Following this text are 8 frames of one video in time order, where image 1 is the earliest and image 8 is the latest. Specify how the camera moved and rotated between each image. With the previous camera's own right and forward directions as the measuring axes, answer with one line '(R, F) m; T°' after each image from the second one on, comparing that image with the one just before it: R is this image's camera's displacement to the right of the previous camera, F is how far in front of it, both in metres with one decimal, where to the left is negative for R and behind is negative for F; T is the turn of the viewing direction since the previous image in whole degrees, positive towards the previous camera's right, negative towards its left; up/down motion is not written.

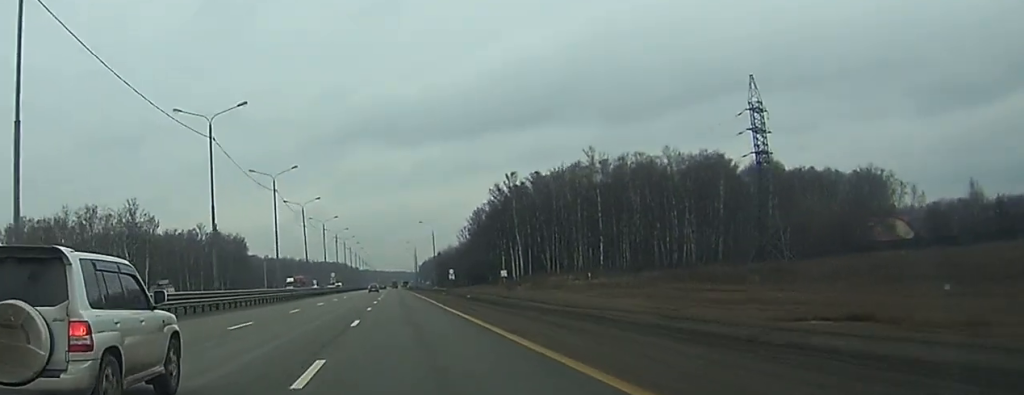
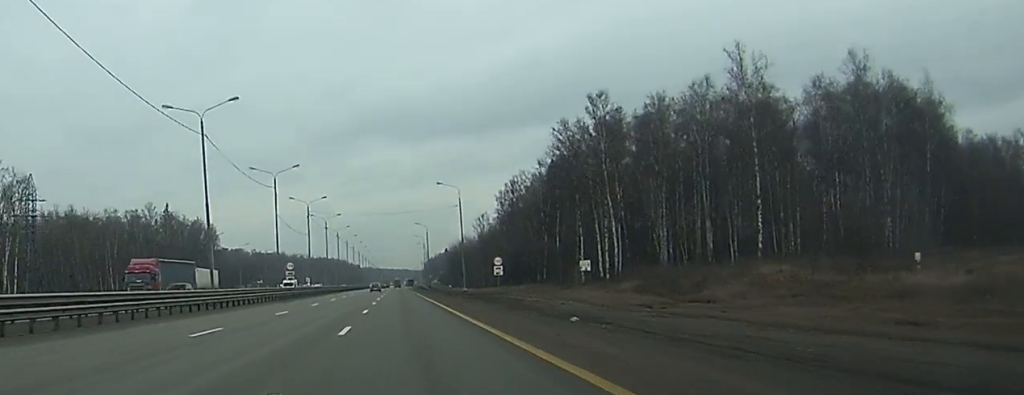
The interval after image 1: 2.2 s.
(0.0, +68.2) m; 0°
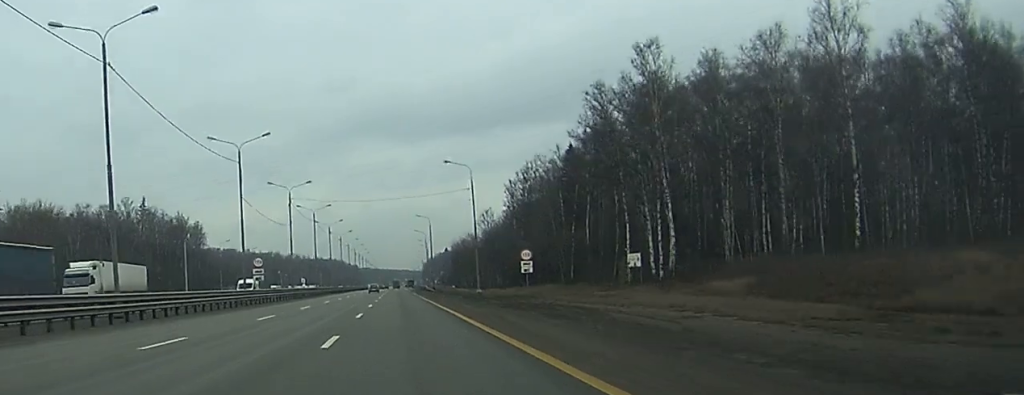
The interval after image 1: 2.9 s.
(0.0, +20.2) m; 0°
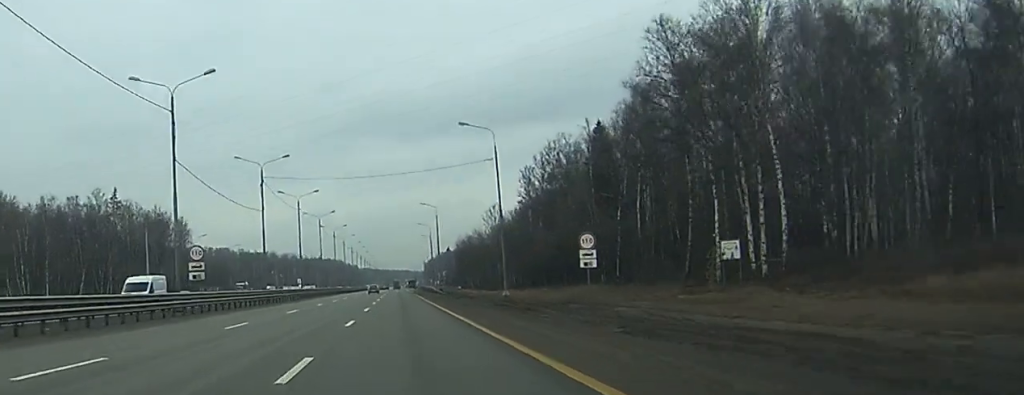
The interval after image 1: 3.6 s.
(0.0, +22.1) m; 0°
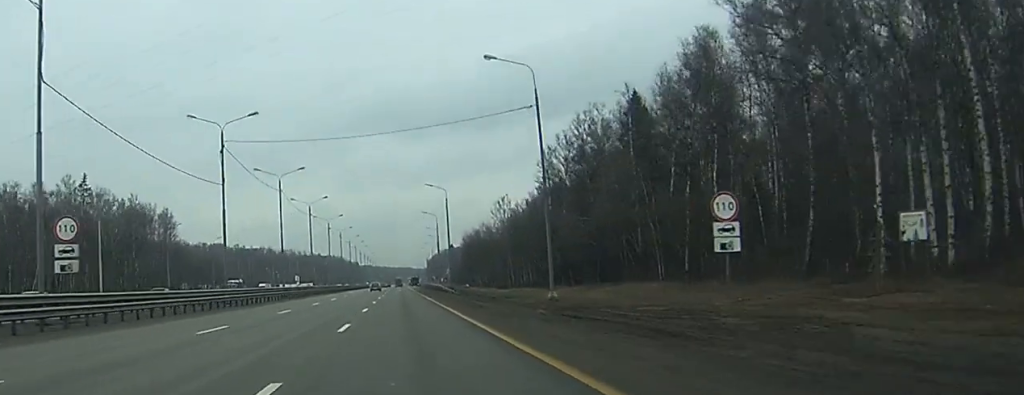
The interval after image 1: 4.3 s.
(0.0, +20.1) m; 0°
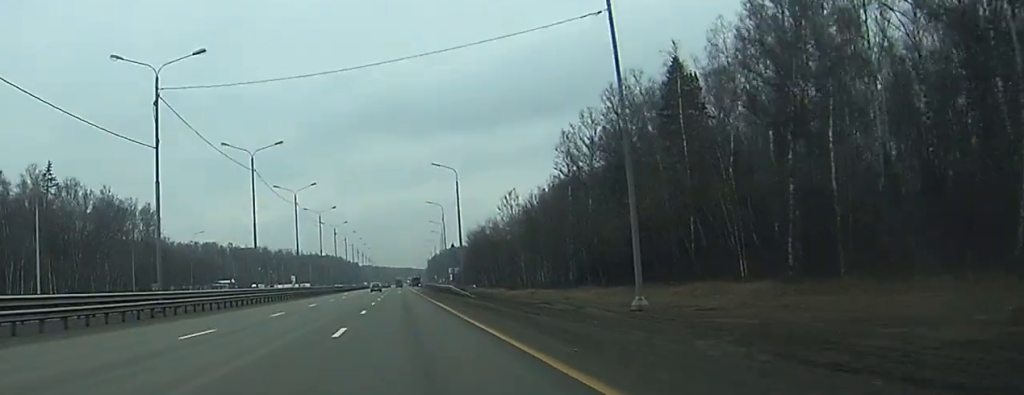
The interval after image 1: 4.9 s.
(0.0, +18.0) m; 0°
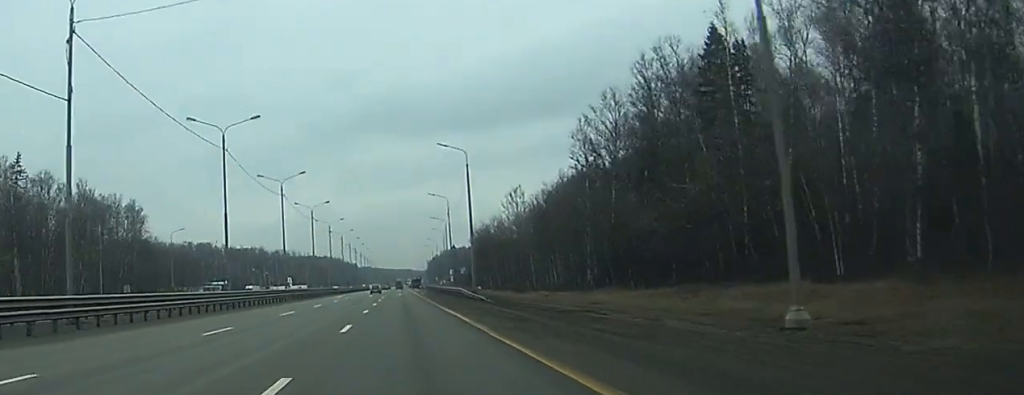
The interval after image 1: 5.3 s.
(0.0, +13.0) m; 0°
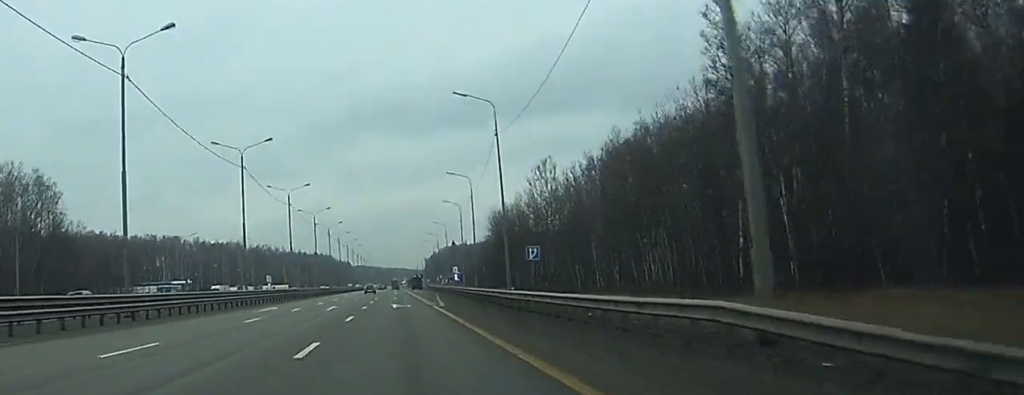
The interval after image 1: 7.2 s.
(+0.2, +56.9) m; 0°
